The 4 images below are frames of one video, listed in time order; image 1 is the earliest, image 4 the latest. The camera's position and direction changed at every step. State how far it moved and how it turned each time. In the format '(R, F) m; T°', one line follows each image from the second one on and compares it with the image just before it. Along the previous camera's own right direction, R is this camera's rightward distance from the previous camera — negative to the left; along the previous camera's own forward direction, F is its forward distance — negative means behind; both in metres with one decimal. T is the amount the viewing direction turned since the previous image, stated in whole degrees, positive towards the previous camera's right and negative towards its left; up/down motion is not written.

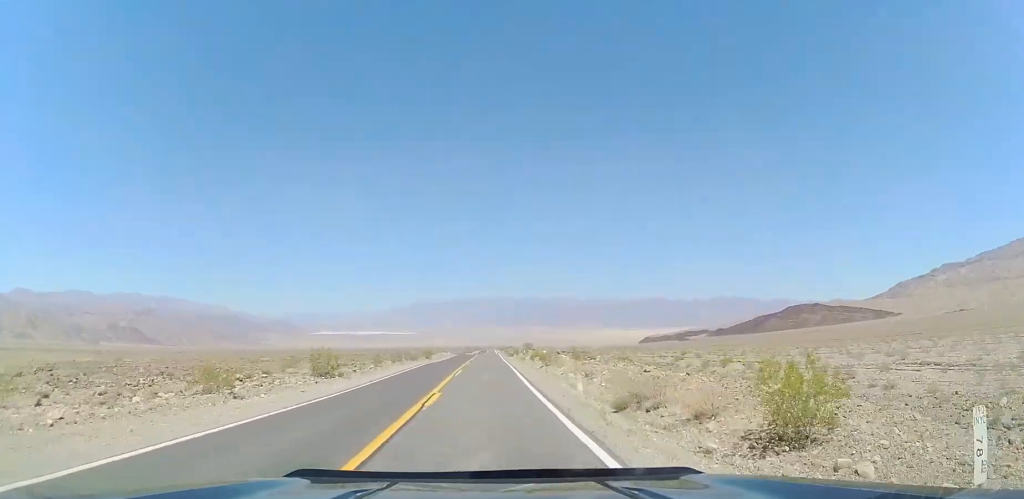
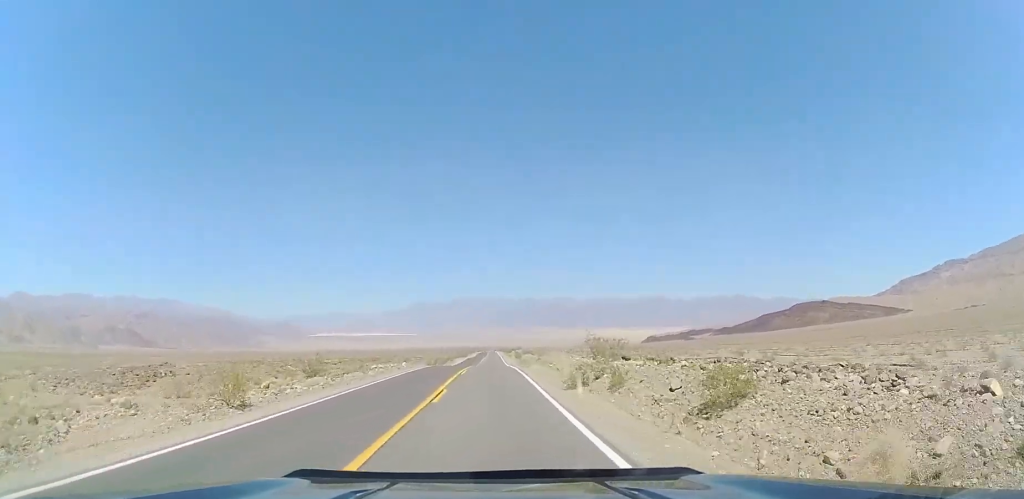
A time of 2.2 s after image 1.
(-0.6, +57.4) m; -1°
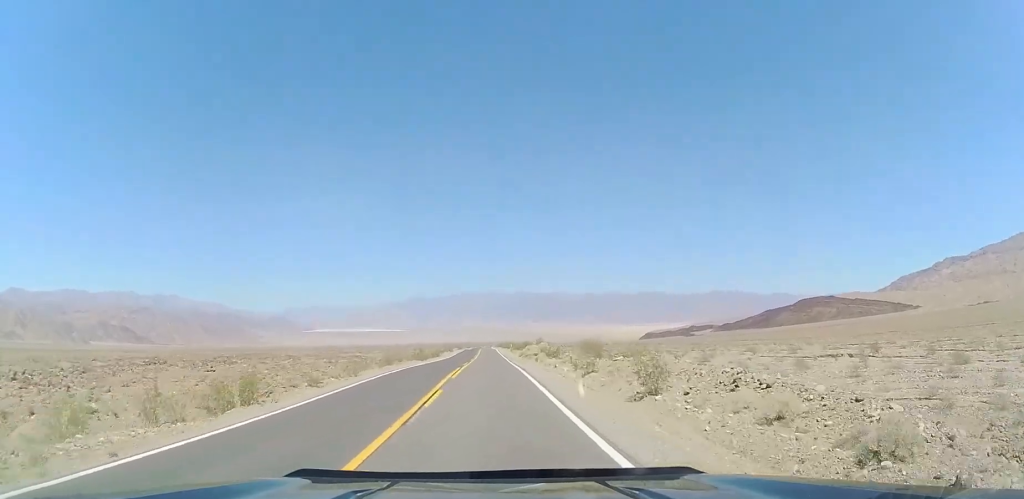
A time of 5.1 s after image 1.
(+0.6, +77.0) m; +1°
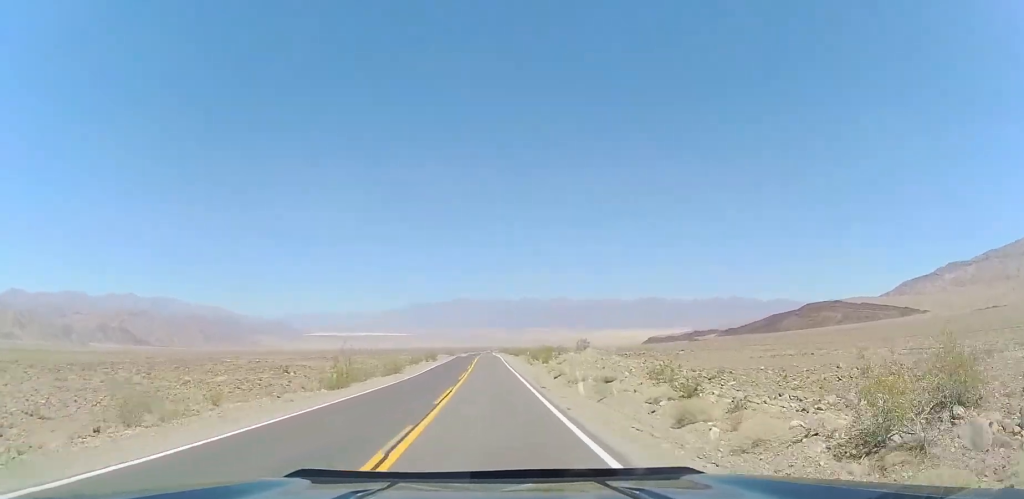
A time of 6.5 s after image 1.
(+0.5, +35.8) m; +2°
